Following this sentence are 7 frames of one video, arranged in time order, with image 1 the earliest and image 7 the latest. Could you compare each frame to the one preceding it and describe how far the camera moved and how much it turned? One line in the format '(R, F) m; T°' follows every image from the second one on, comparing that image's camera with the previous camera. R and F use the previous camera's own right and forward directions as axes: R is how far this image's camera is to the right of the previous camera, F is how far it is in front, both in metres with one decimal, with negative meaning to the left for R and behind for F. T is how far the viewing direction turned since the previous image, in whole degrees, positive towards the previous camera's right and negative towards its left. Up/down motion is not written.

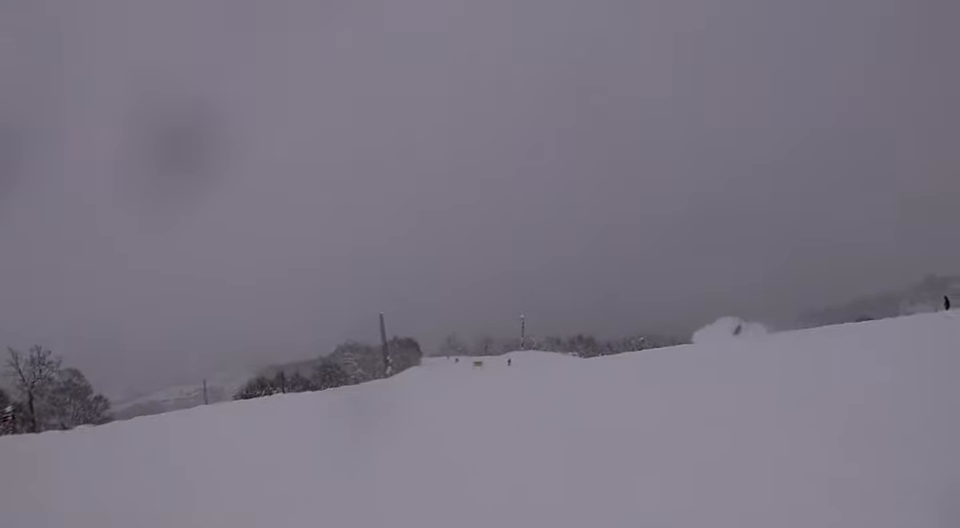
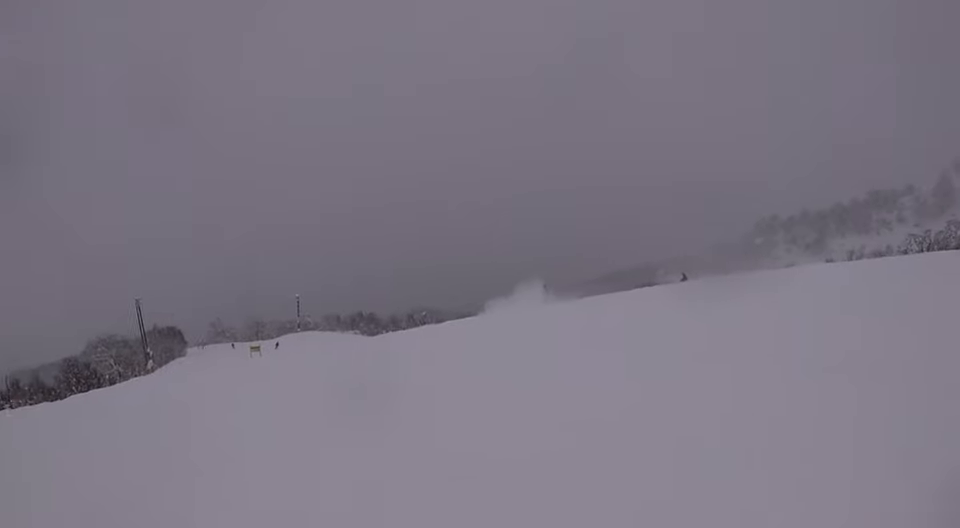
(0.0, +5.2) m; +11°
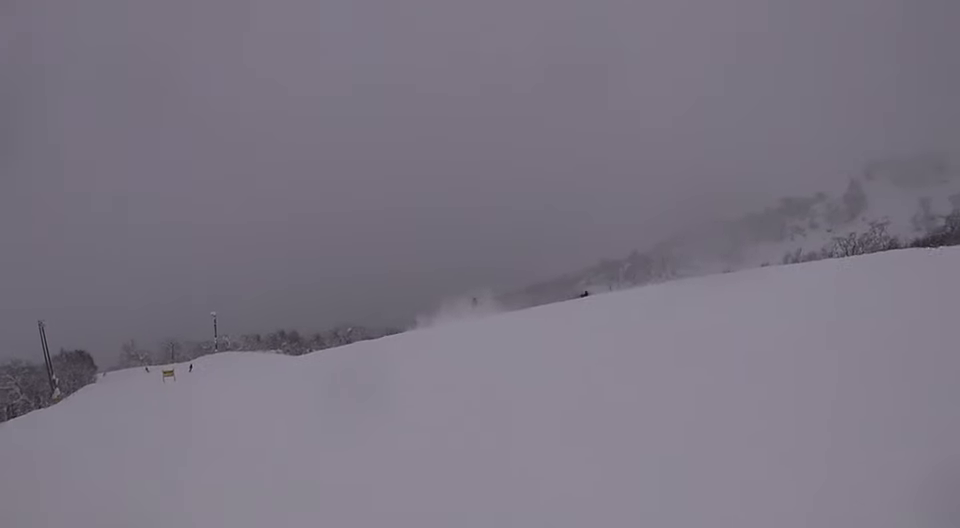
(+0.6, +3.1) m; +11°
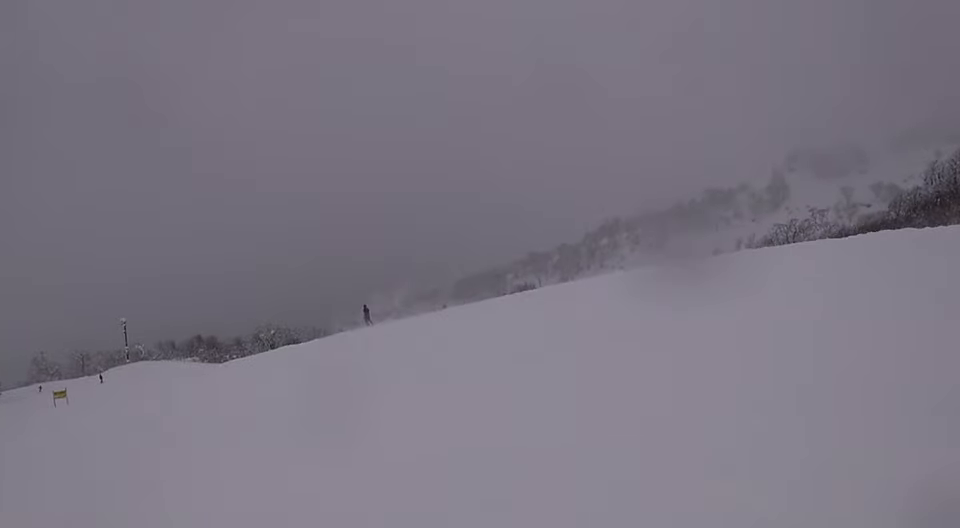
(+1.0, +5.4) m; +21°
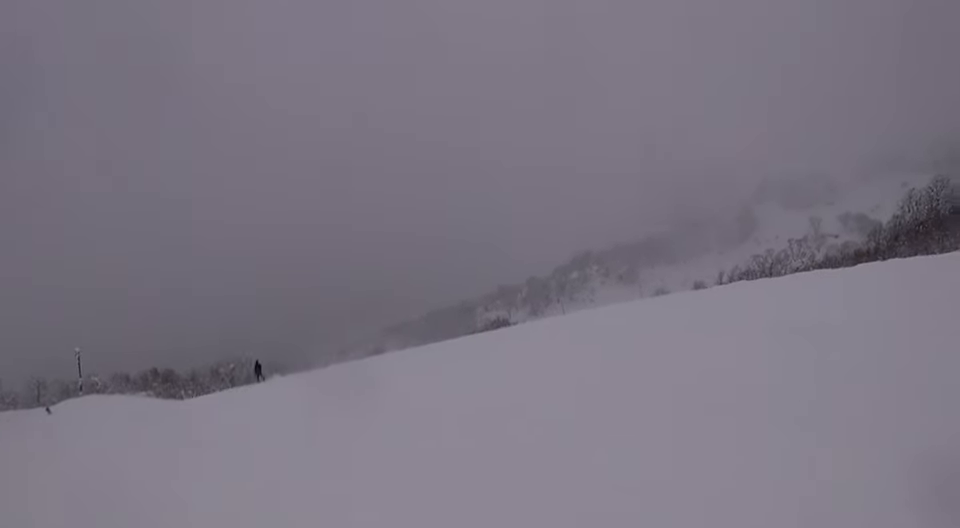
(+0.7, +3.8) m; +10°
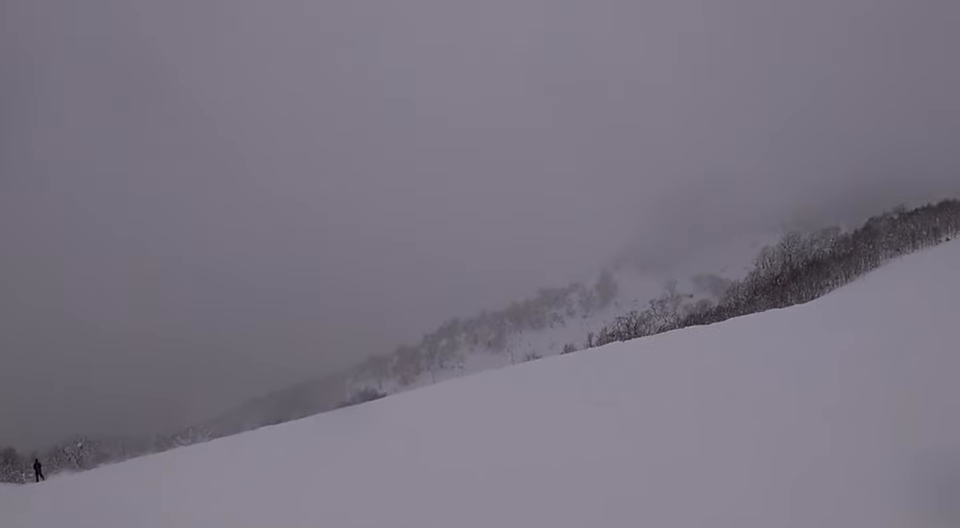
(+0.1, +2.9) m; +2°
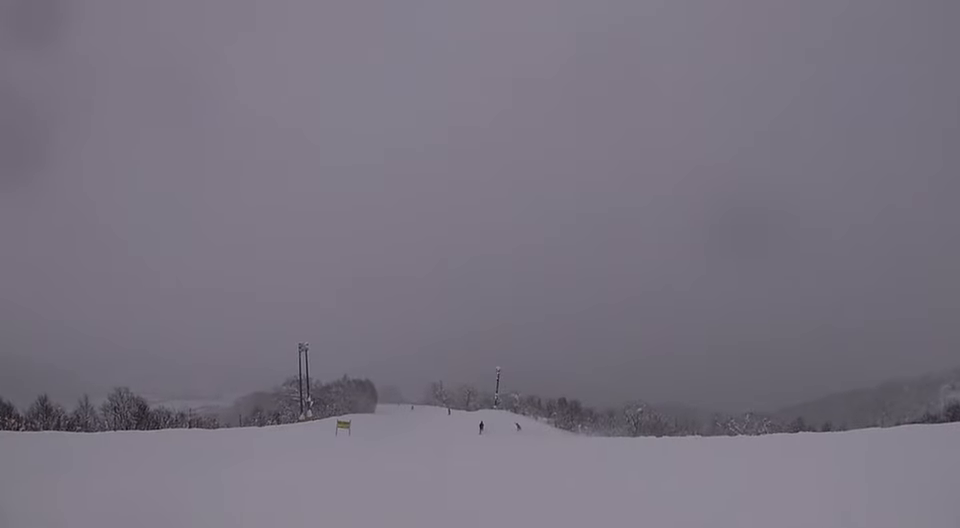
(-0.4, +6.4) m; -40°
